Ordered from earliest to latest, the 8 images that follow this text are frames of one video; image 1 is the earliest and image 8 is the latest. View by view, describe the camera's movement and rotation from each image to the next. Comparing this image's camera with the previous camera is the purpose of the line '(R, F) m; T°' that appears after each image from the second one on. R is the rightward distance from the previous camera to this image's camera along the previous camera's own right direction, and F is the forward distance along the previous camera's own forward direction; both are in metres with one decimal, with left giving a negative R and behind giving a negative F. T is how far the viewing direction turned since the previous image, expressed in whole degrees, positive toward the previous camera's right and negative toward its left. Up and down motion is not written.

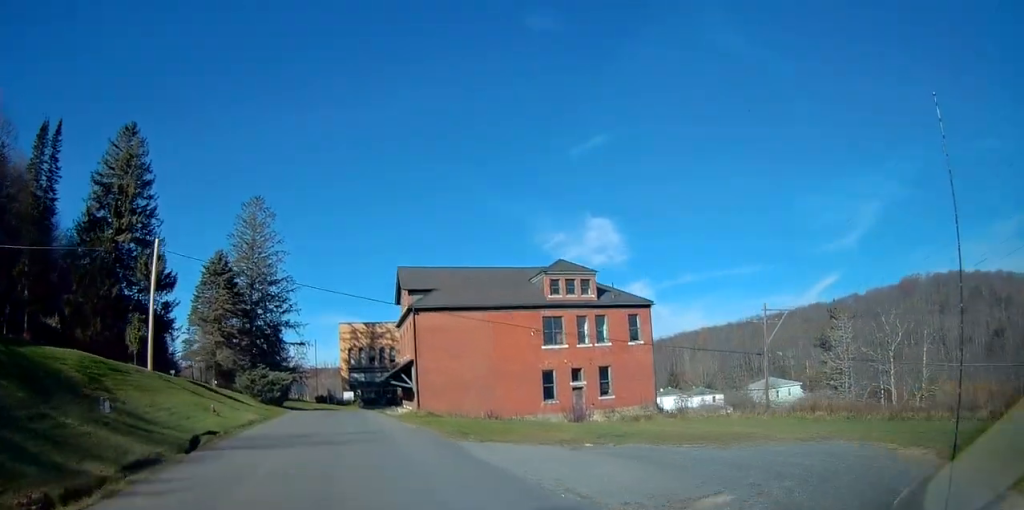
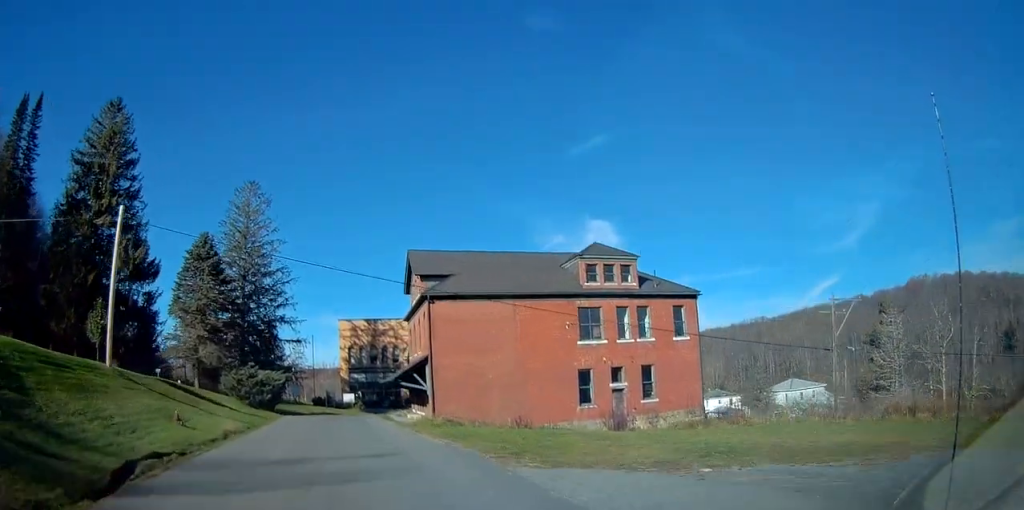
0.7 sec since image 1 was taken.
(0.0, +6.4) m; 0°
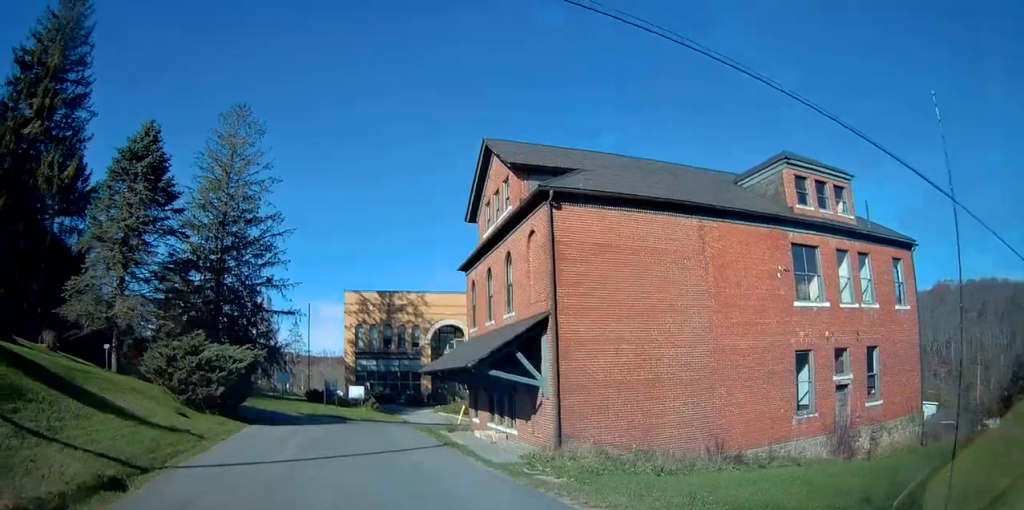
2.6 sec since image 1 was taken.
(-0.1, +18.4) m; -1°
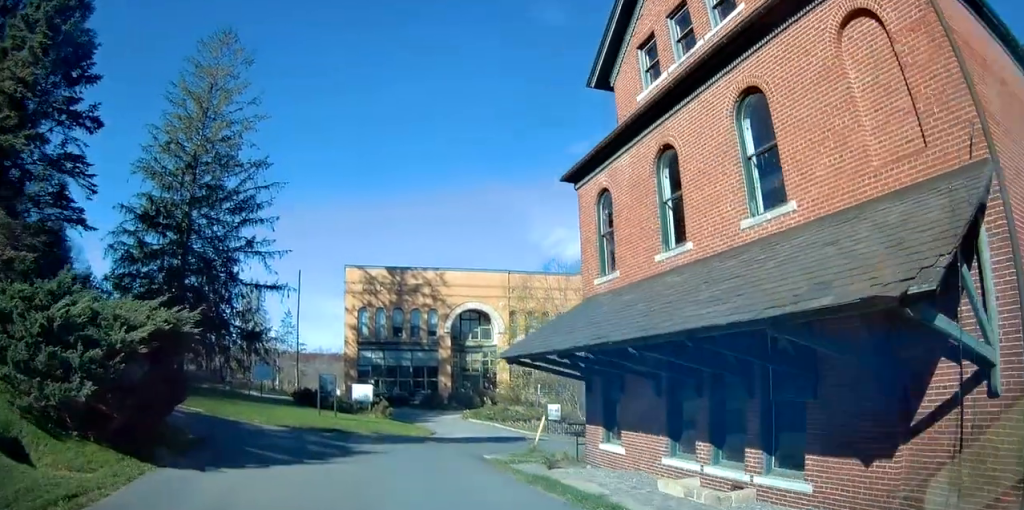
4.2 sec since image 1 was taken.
(+0.2, +13.8) m; -1°
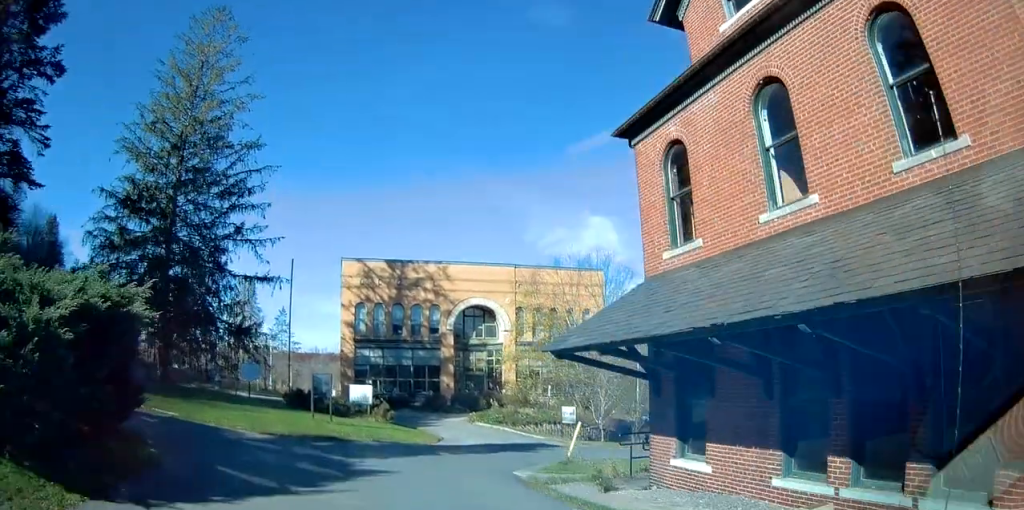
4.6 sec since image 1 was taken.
(-0.1, +3.6) m; 0°
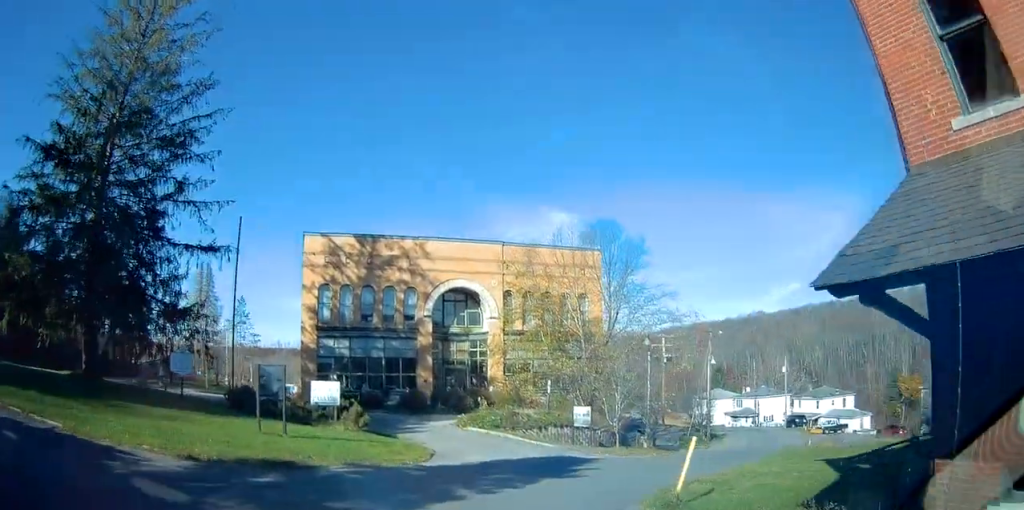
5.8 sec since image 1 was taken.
(-0.1, +8.4) m; +3°
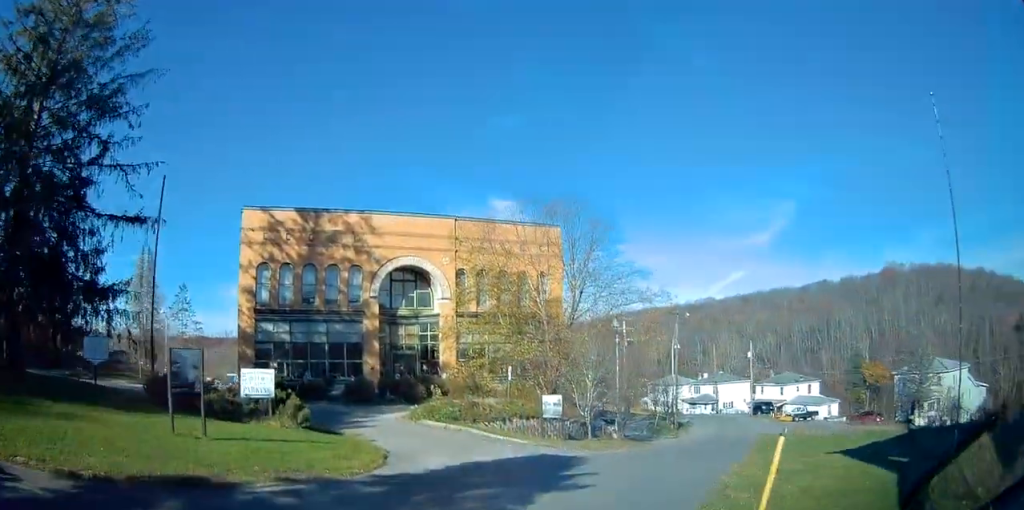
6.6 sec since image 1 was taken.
(+0.2, +4.5) m; +6°
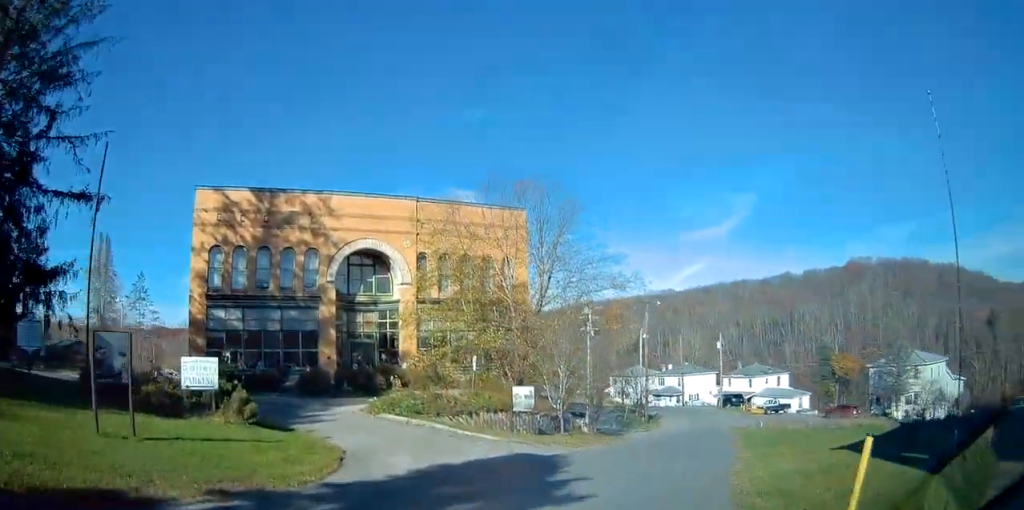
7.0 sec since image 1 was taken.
(0.0, +2.6) m; +5°
